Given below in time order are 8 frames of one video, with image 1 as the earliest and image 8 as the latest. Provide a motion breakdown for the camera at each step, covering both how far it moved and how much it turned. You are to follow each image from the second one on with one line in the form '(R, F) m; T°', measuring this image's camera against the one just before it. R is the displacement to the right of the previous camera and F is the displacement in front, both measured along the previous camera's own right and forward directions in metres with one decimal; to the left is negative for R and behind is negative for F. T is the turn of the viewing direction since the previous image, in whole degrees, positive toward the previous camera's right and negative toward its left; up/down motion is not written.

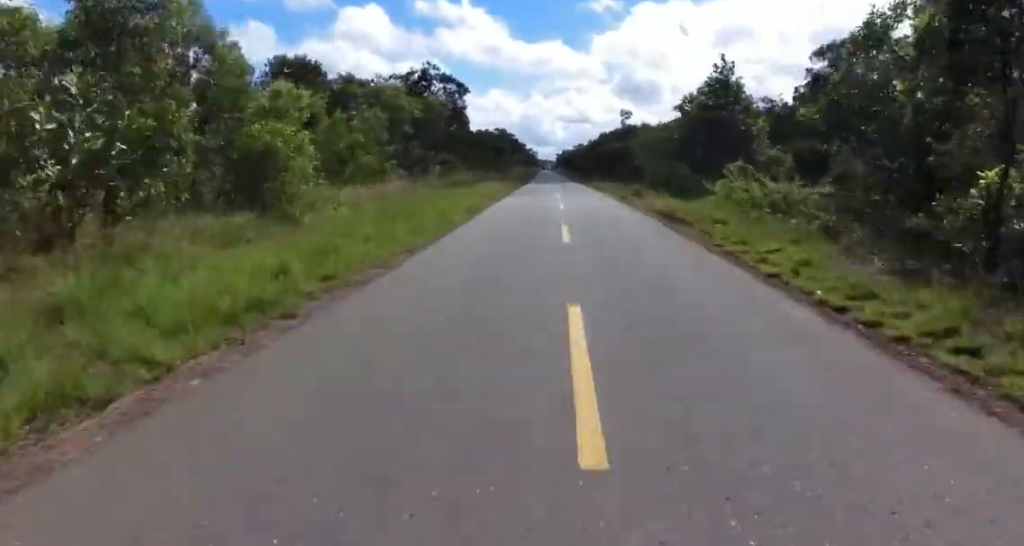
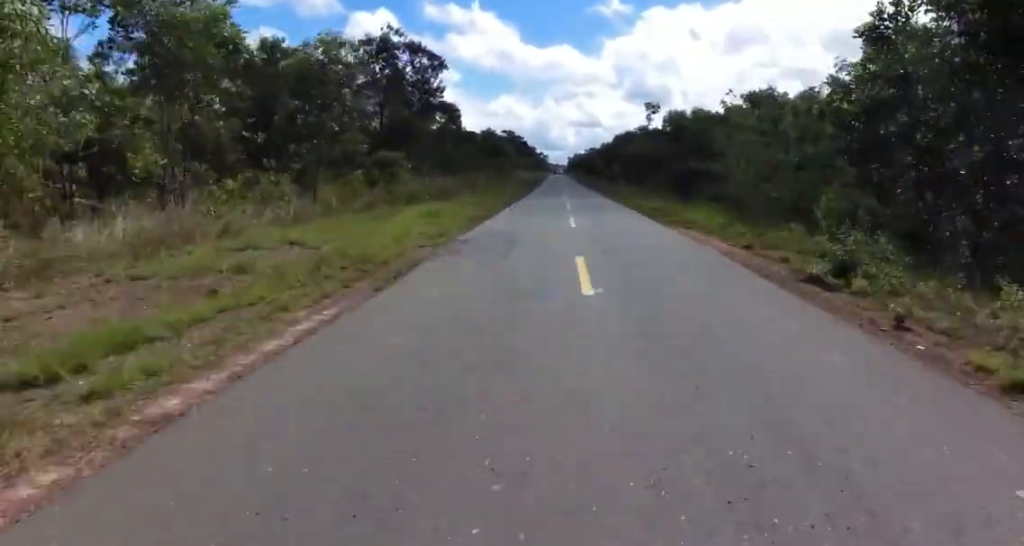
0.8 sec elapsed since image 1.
(+0.1, +21.3) m; -2°
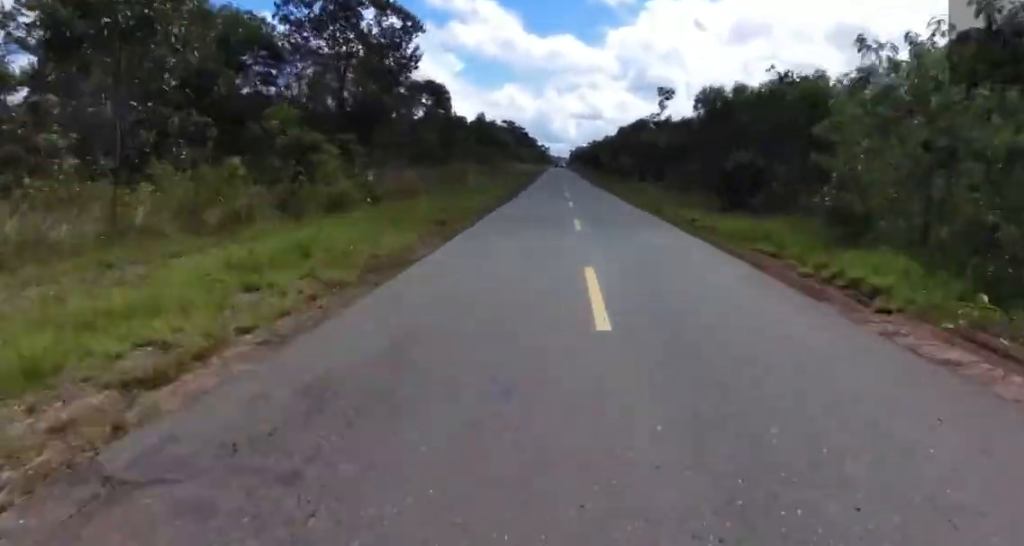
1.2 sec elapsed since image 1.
(-0.2, +10.5) m; -1°
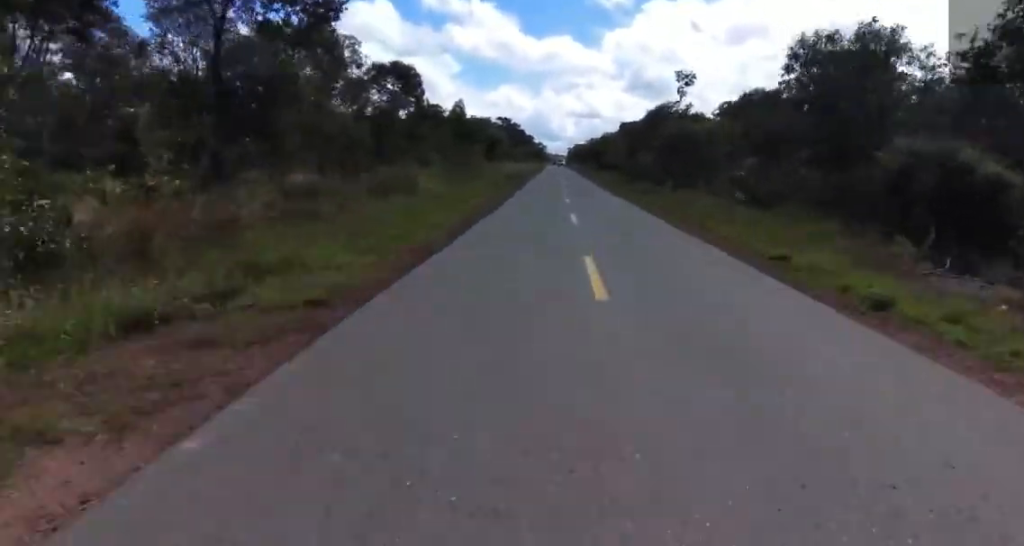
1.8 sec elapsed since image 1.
(-0.7, +15.6) m; -2°
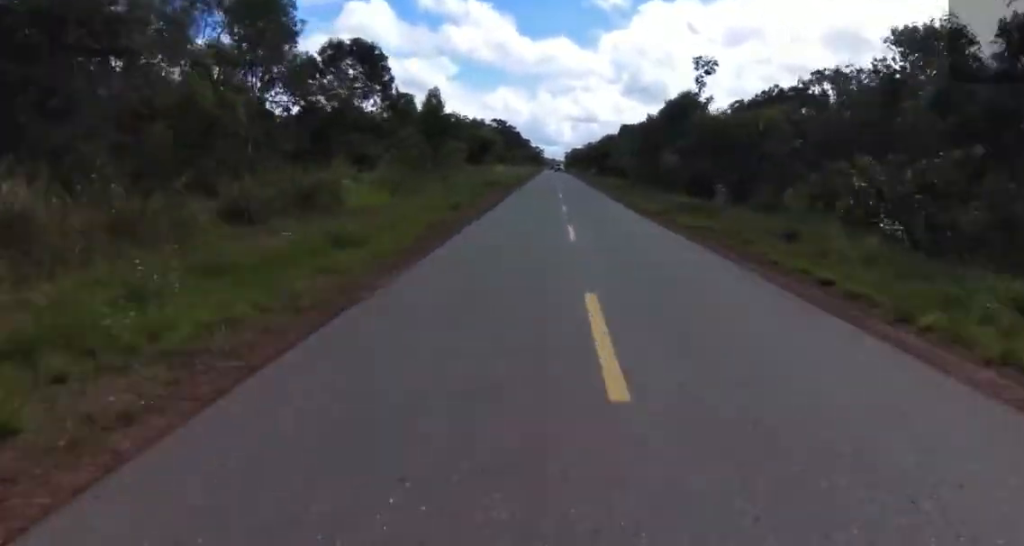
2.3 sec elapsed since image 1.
(-0.1, +11.2) m; 0°
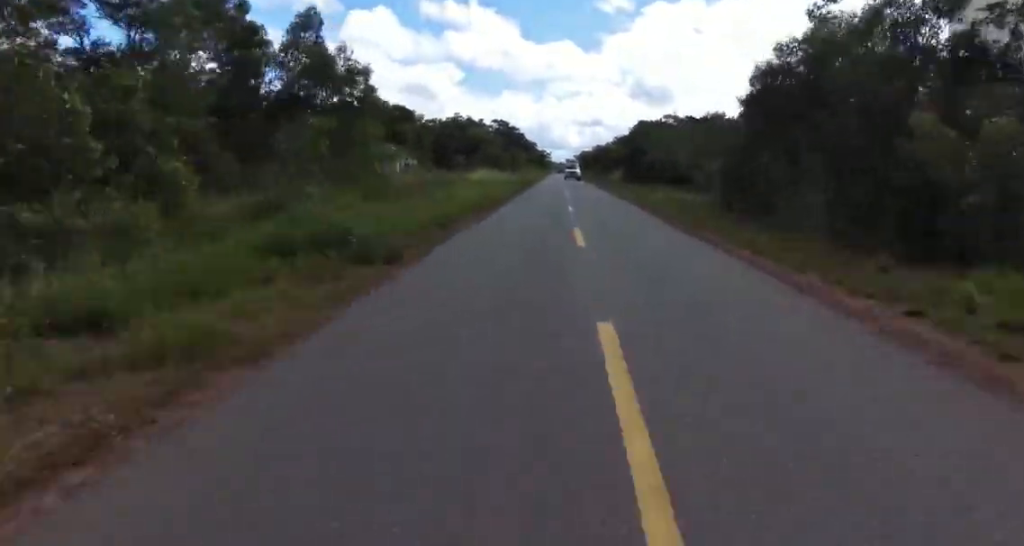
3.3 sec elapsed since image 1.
(0.0, +26.6) m; +1°
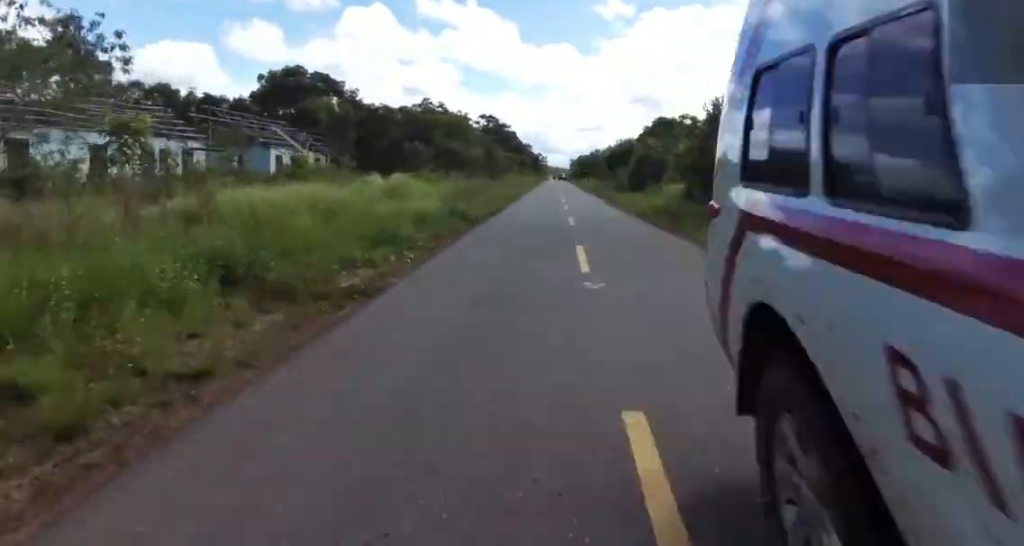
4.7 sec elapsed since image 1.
(+1.4, +35.4) m; +2°
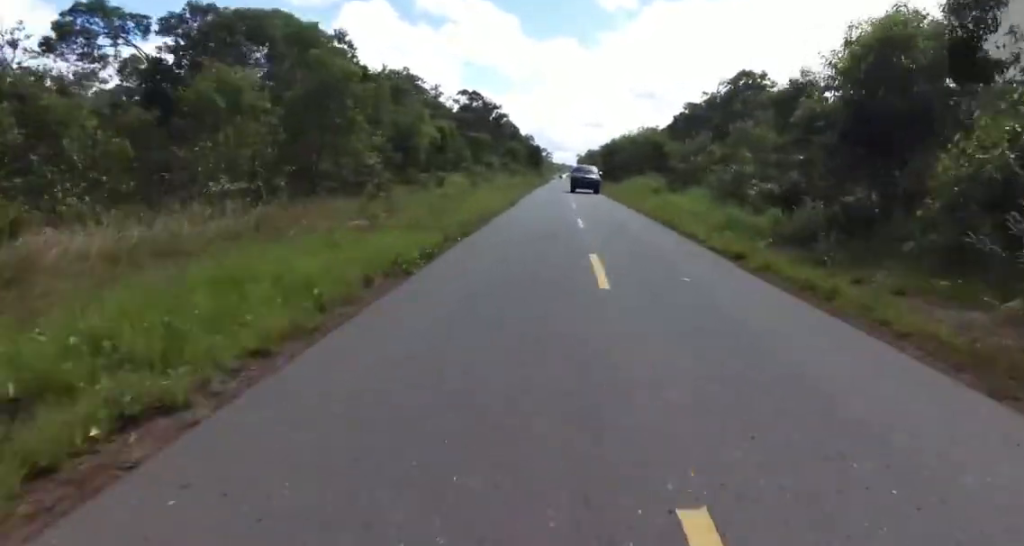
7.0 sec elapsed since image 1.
(+0.4, +59.4) m; 0°
